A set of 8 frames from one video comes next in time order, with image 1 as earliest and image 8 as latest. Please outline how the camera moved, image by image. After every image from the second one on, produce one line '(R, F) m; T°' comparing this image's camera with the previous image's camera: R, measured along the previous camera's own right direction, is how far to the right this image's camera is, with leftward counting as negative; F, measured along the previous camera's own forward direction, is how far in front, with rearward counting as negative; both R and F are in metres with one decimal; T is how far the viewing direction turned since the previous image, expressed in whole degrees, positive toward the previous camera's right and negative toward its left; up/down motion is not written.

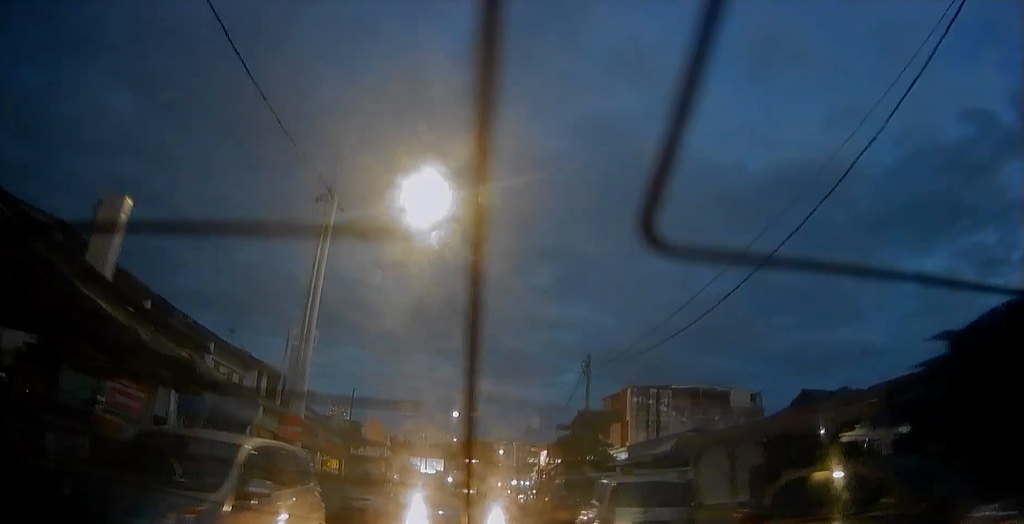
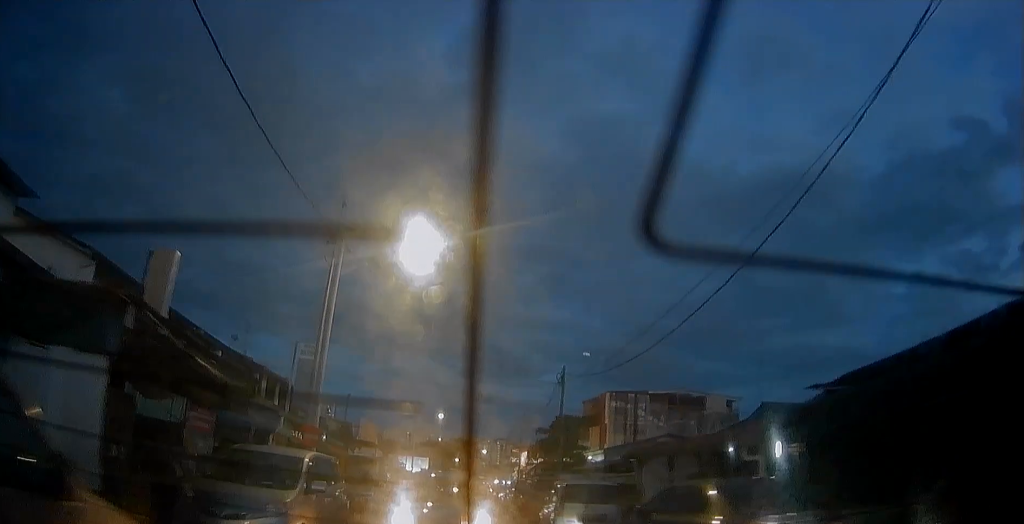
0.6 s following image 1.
(0.0, +2.7) m; 0°
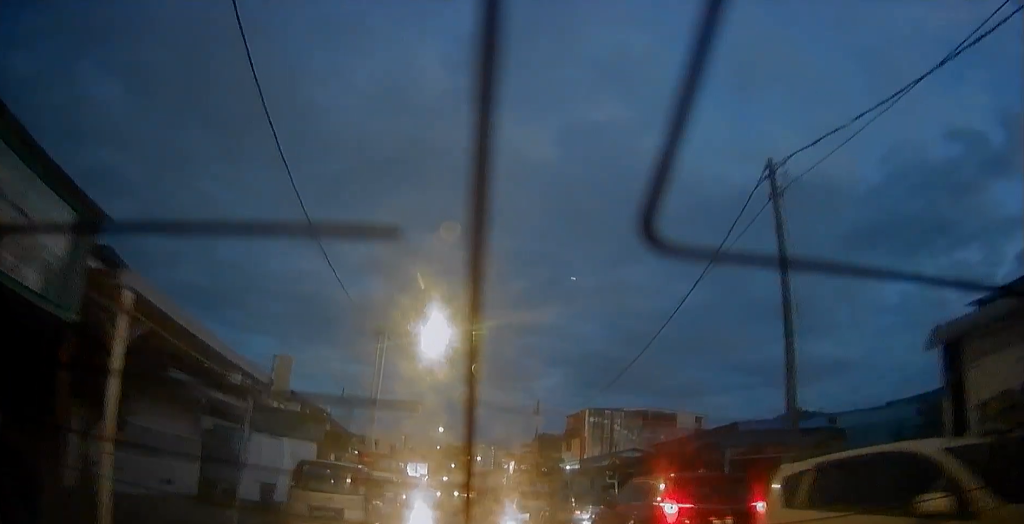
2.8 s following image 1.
(-0.2, +9.8) m; -2°
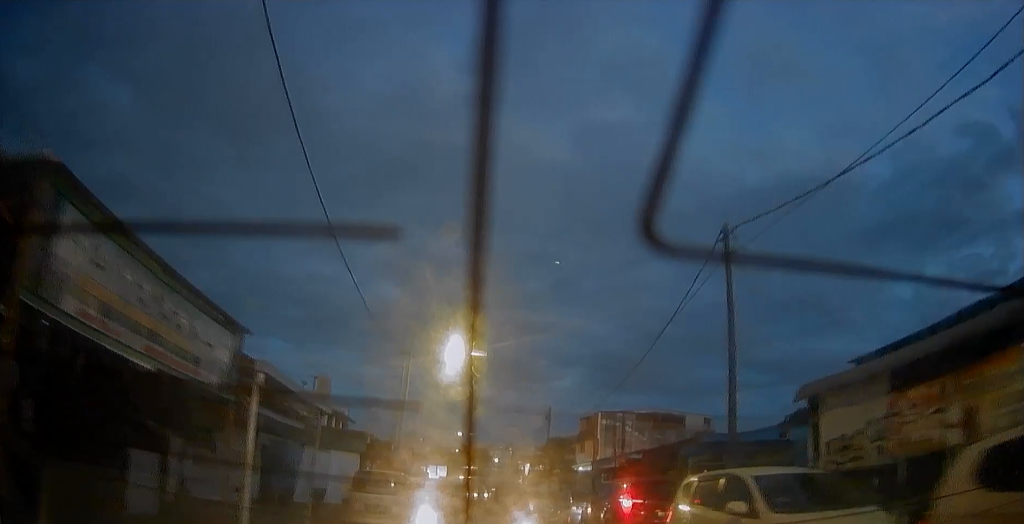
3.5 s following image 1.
(0.0, +3.4) m; 0°
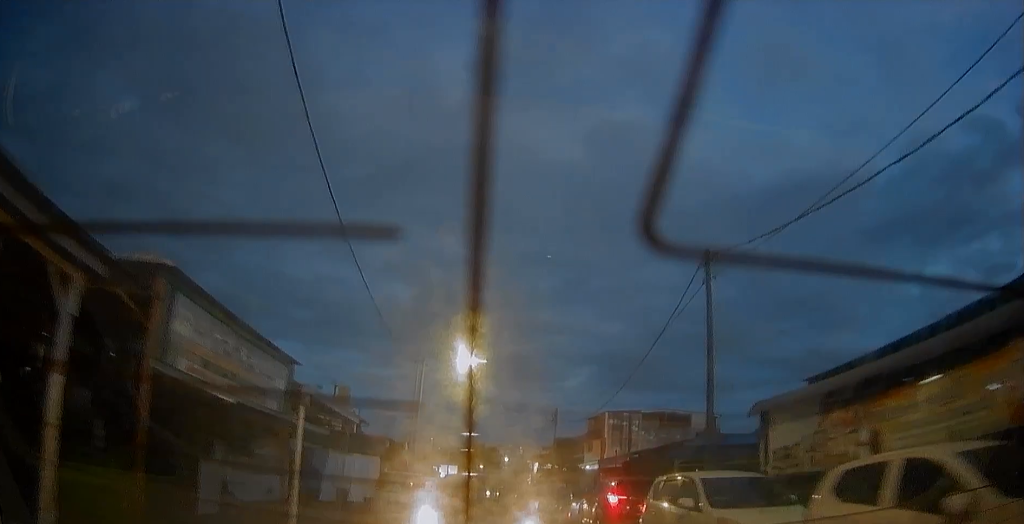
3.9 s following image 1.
(0.0, +1.8) m; +1°
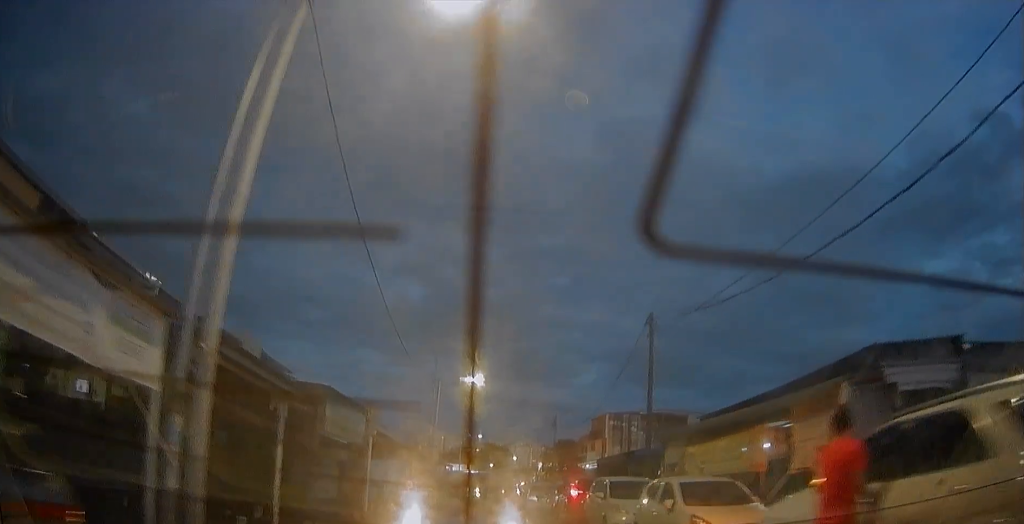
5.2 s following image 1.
(+0.2, +5.9) m; +4°
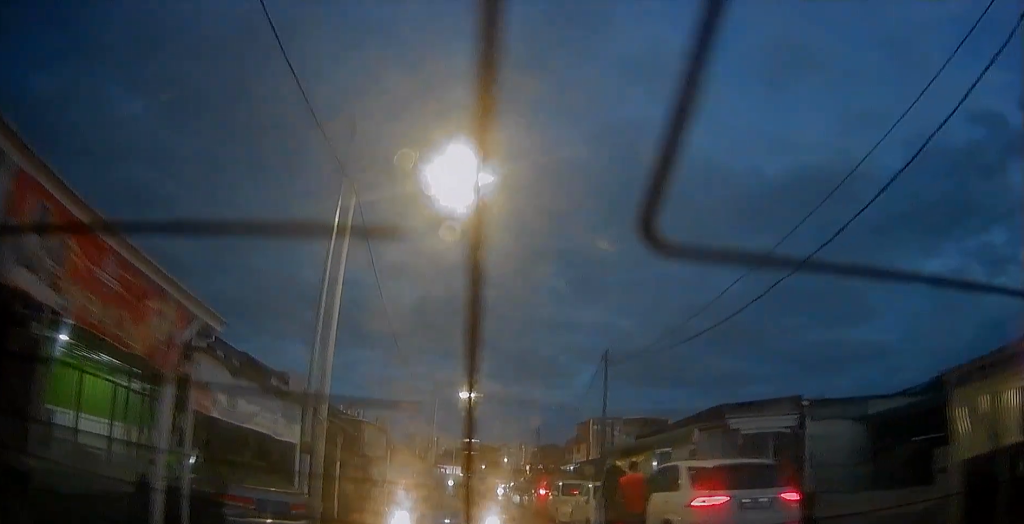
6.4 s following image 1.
(+0.1, +5.3) m; 0°
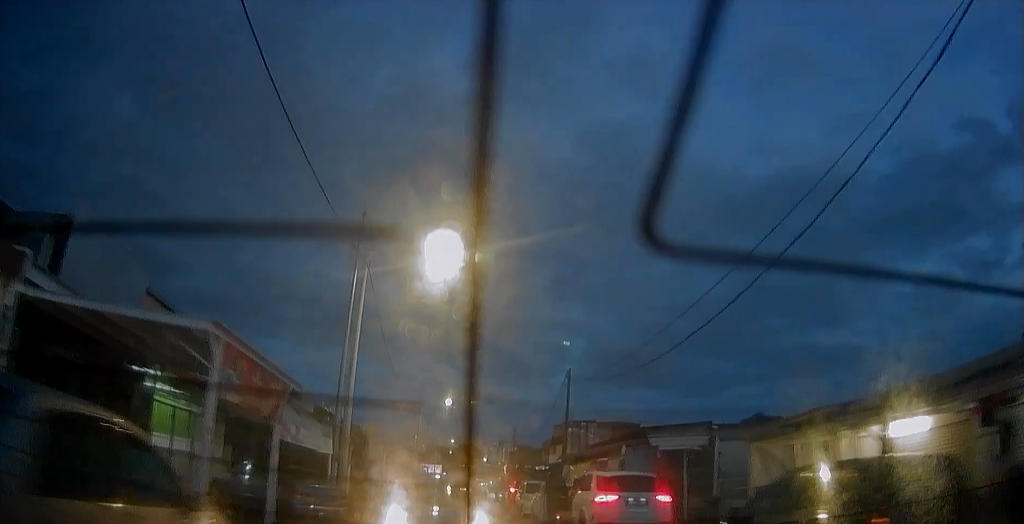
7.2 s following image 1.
(0.0, +4.6) m; -1°
